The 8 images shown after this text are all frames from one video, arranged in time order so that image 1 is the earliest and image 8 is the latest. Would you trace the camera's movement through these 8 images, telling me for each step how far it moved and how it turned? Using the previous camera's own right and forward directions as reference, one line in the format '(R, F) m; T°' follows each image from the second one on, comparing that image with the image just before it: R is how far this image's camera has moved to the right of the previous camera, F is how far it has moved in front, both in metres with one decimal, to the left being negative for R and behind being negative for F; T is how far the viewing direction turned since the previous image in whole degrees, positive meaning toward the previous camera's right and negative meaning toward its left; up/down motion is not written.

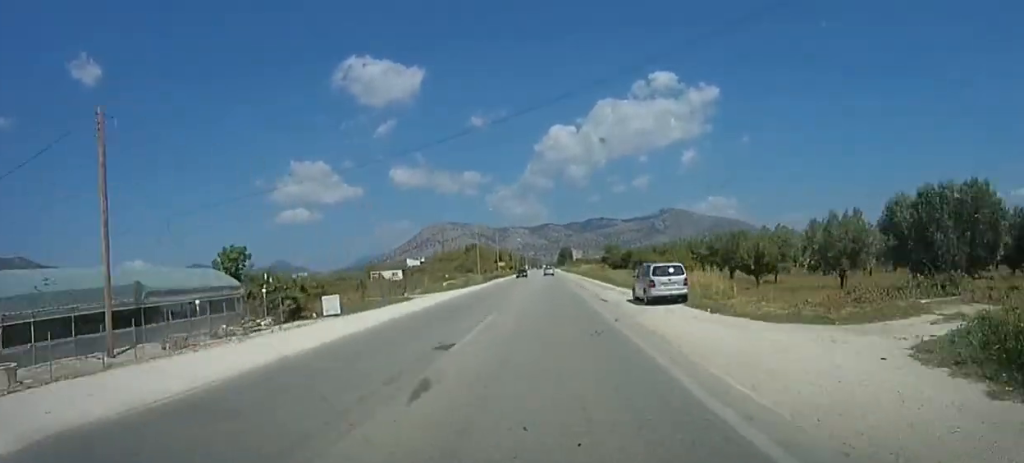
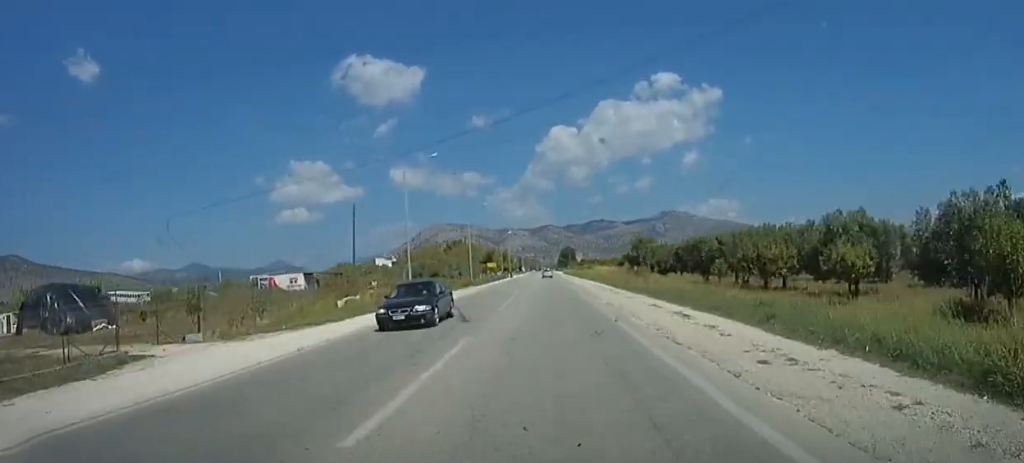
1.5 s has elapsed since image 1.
(-0.6, +36.8) m; 0°
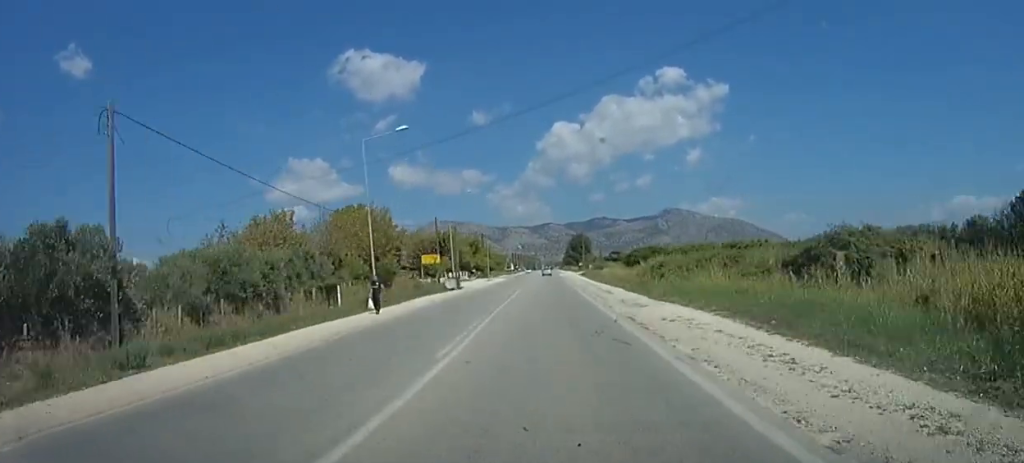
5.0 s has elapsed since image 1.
(+0.3, +86.3) m; 0°
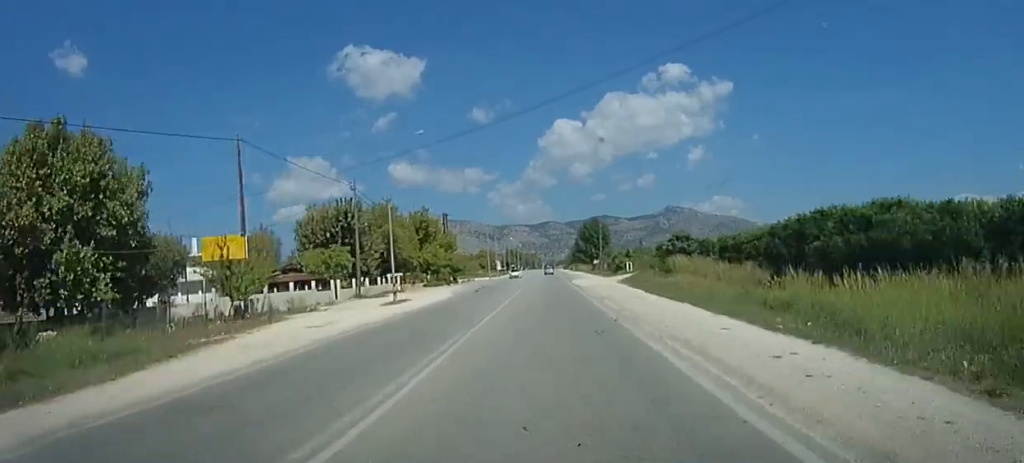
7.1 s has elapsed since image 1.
(-0.3, +51.5) m; 0°
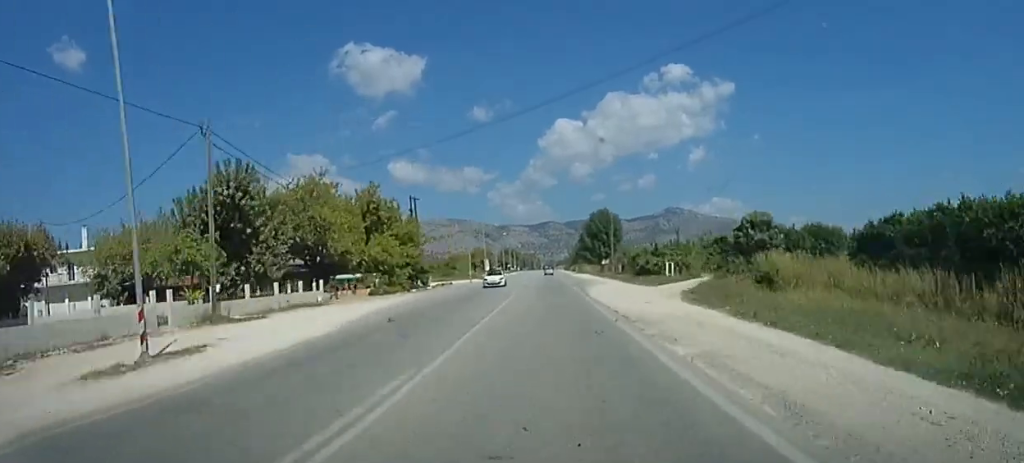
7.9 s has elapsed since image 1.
(+0.5, +20.6) m; 0°
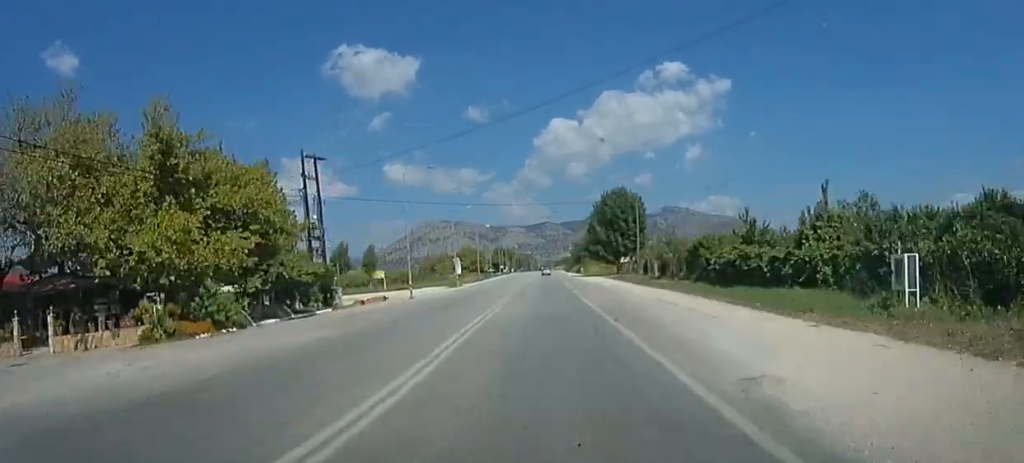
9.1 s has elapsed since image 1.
(-0.3, +28.9) m; 0°
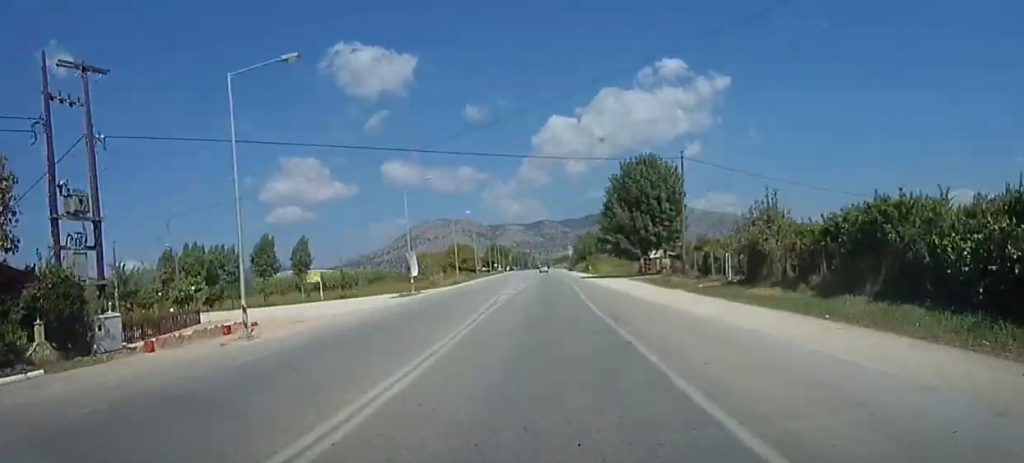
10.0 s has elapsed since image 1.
(-0.5, +22.7) m; 0°
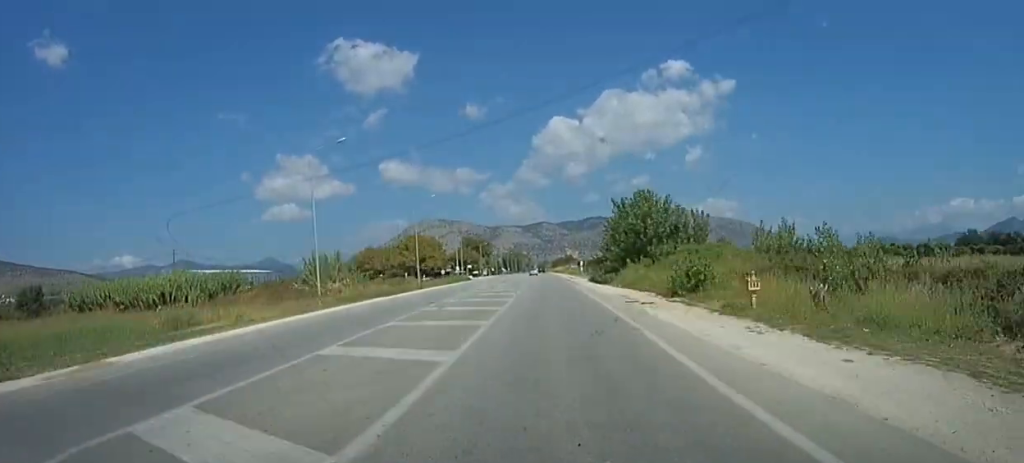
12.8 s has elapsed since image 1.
(+0.7, +68.4) m; 0°
